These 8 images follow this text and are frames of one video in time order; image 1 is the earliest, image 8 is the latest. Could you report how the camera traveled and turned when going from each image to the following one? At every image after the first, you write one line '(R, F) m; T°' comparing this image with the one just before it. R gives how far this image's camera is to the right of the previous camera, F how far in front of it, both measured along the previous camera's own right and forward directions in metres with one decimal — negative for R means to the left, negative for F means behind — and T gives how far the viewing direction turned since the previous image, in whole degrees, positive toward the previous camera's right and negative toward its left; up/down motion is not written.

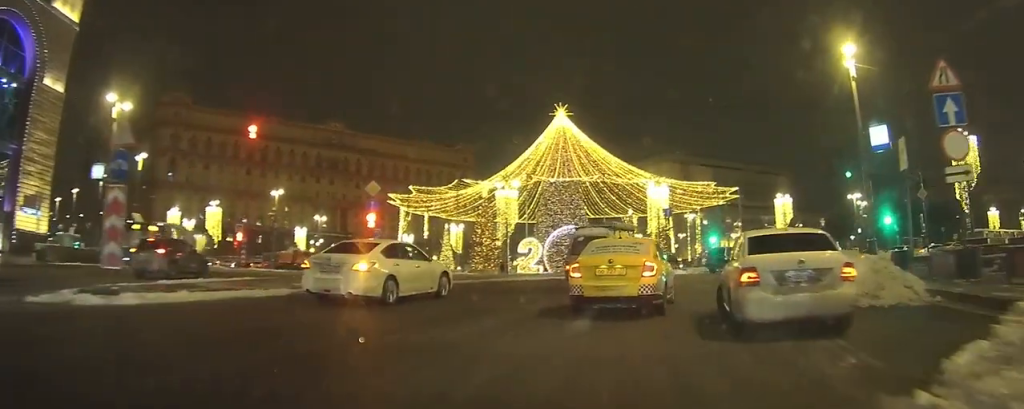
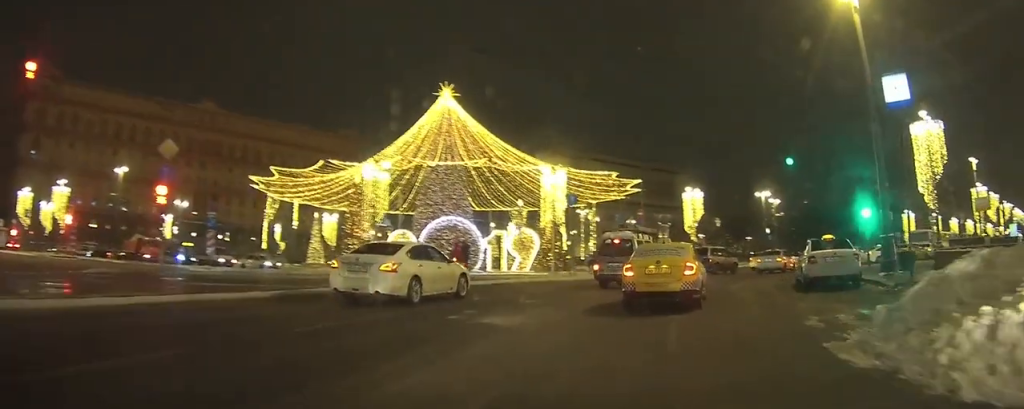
(+1.2, +10.8) m; +13°
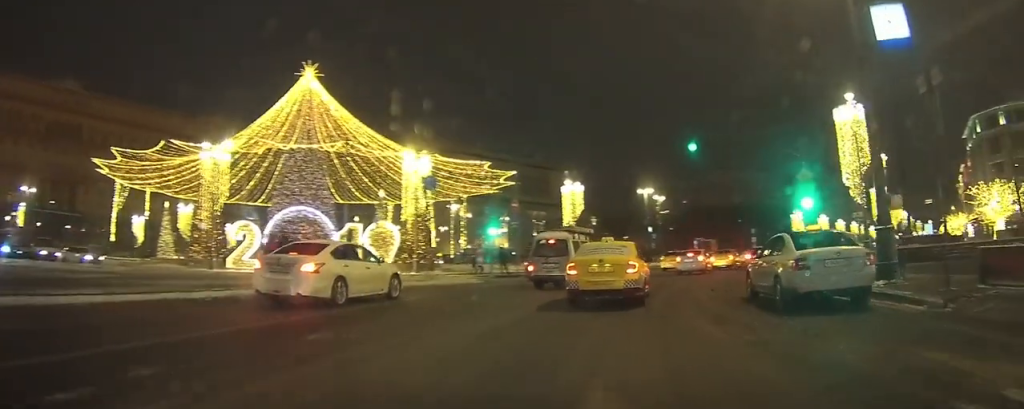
(+0.5, +7.0) m; +9°
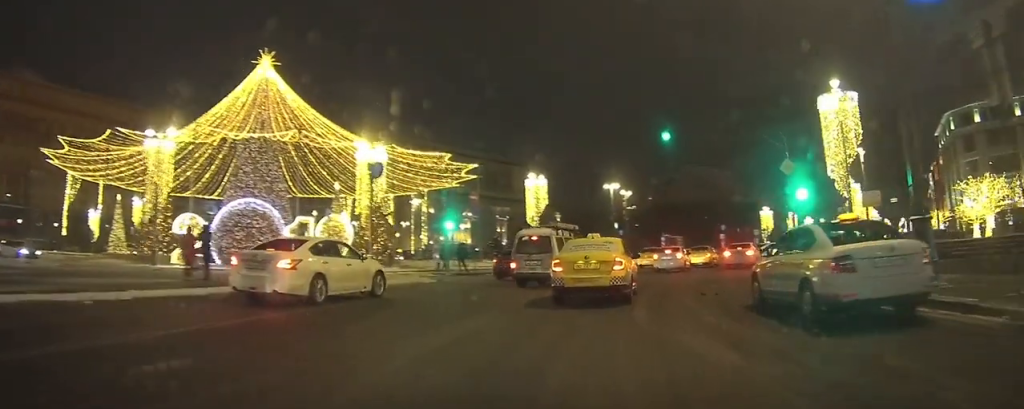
(+0.1, +2.7) m; +2°
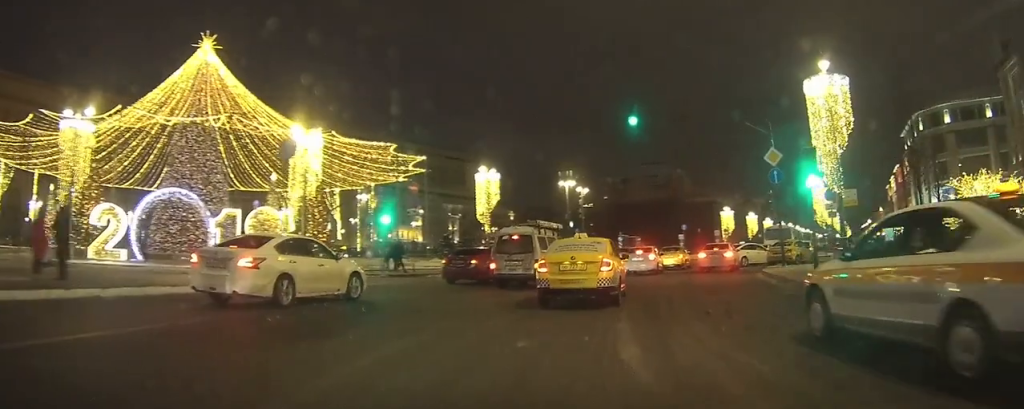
(+0.1, +4.3) m; +2°
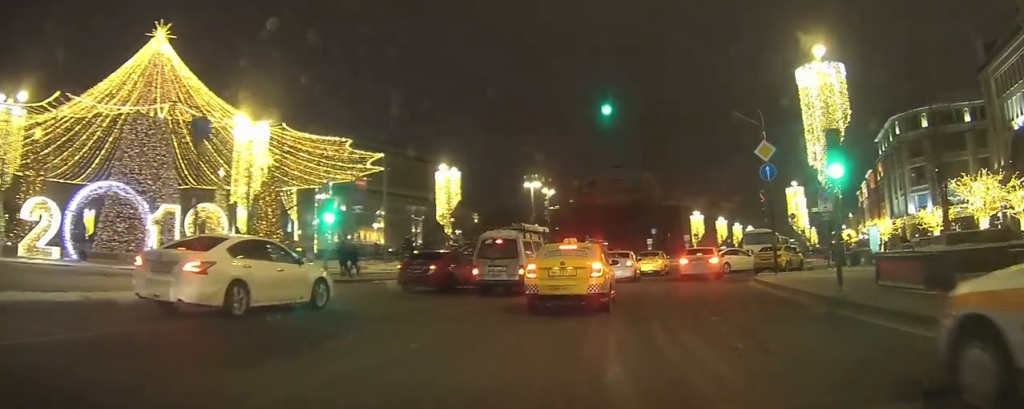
(0.0, +3.4) m; 0°
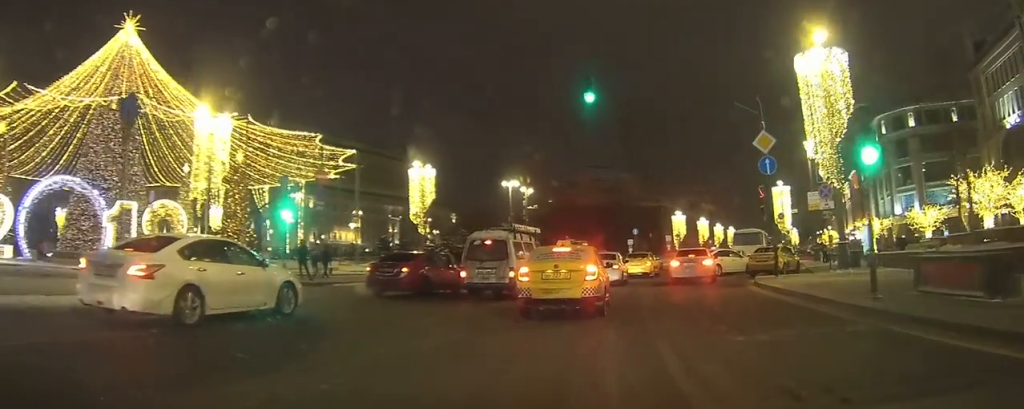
(0.0, +2.3) m; +1°
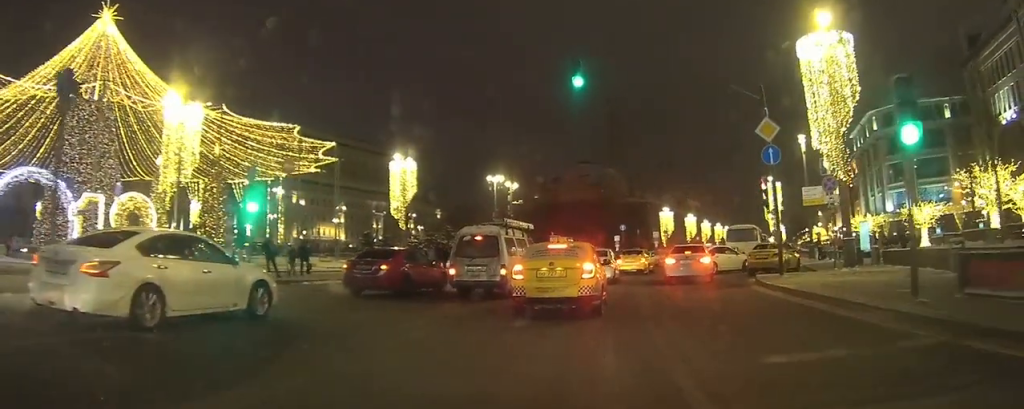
(0.0, +1.8) m; +1°
